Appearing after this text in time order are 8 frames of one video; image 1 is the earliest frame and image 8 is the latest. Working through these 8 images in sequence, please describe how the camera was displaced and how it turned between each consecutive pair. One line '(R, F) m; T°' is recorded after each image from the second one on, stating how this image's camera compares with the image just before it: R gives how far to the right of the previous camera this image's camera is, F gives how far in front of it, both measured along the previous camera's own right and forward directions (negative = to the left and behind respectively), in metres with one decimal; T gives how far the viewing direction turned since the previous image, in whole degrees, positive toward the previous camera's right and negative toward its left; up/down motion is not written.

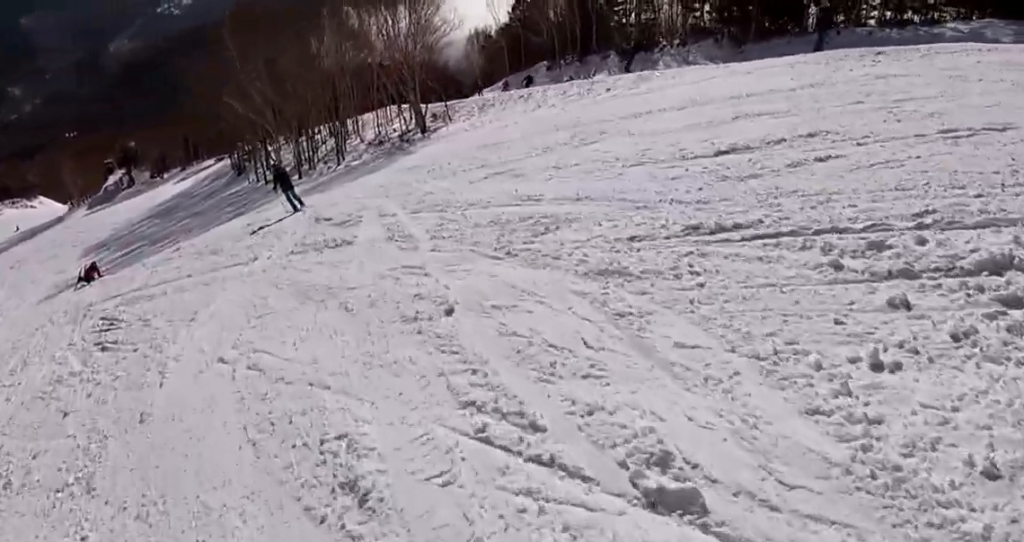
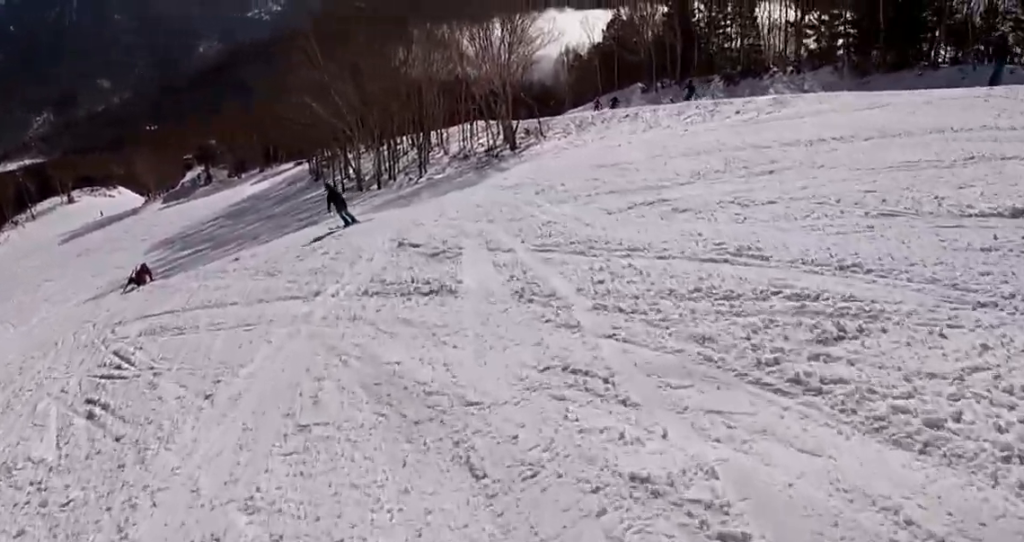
(-0.1, +2.9) m; +5°
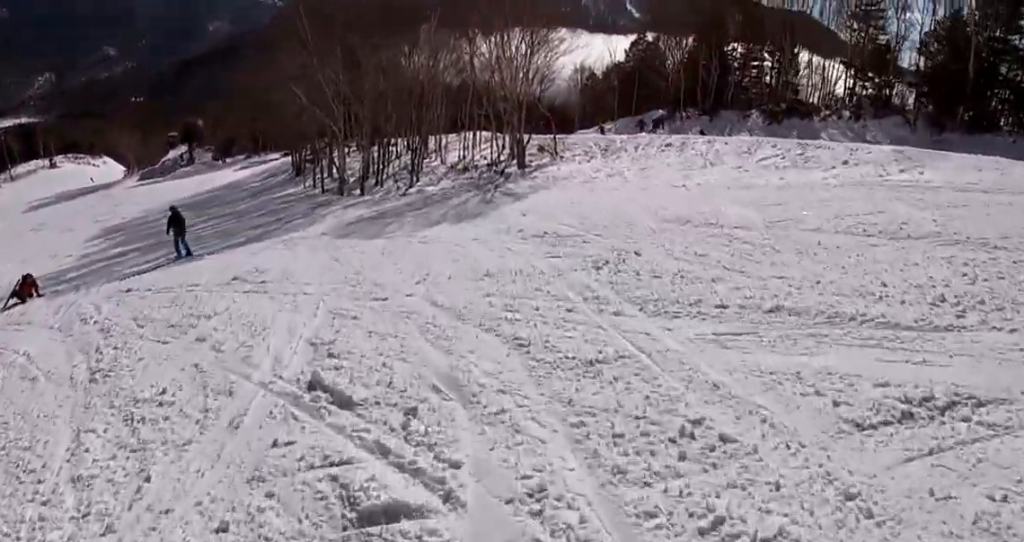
(+0.7, +6.0) m; -2°
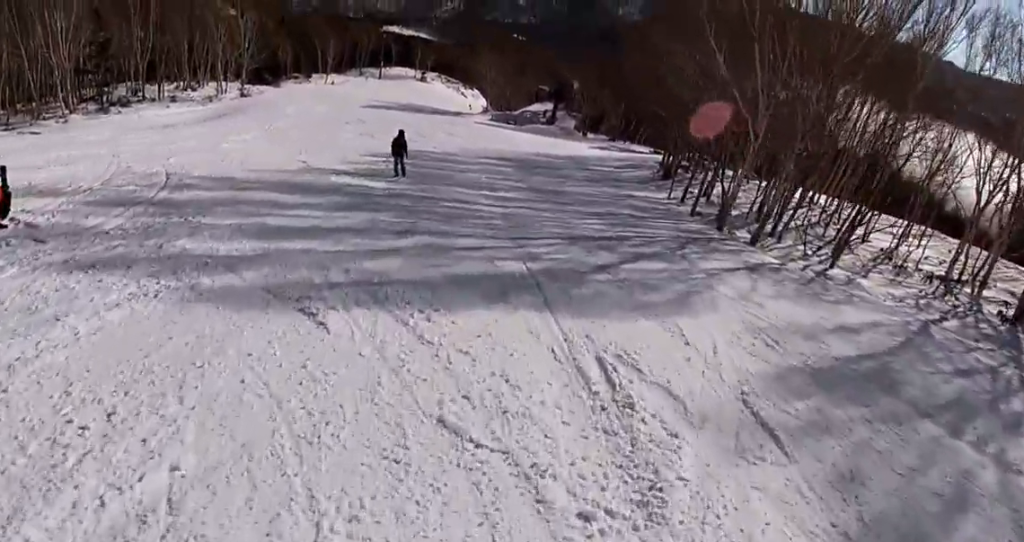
(-3.3, +11.8) m; -29°
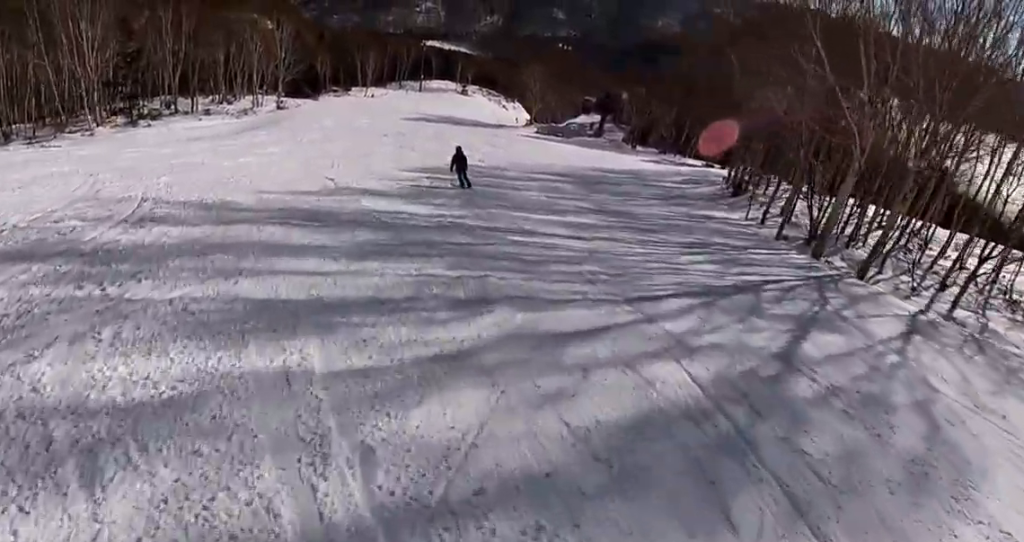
(0.0, +3.7) m; 0°
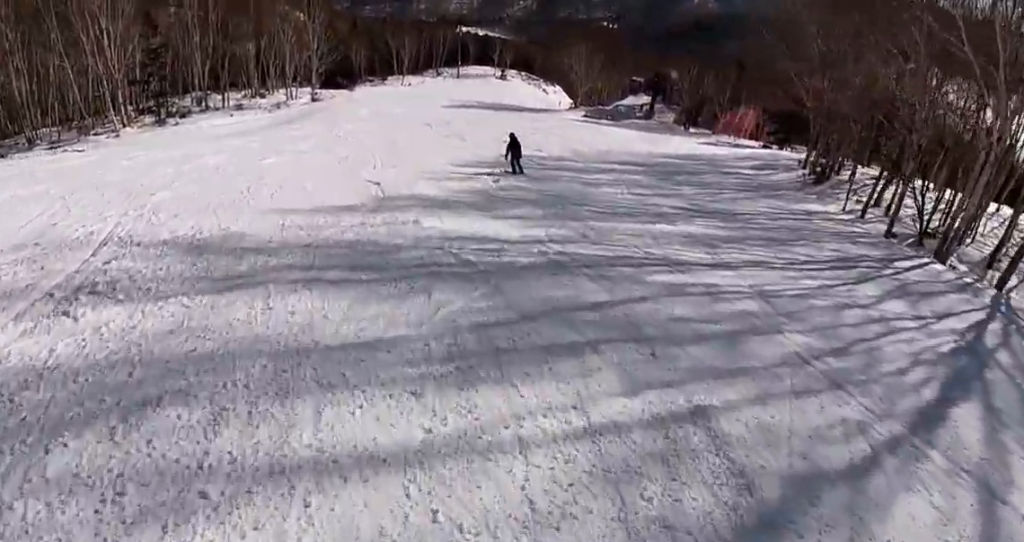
(0.0, +3.5) m; 0°
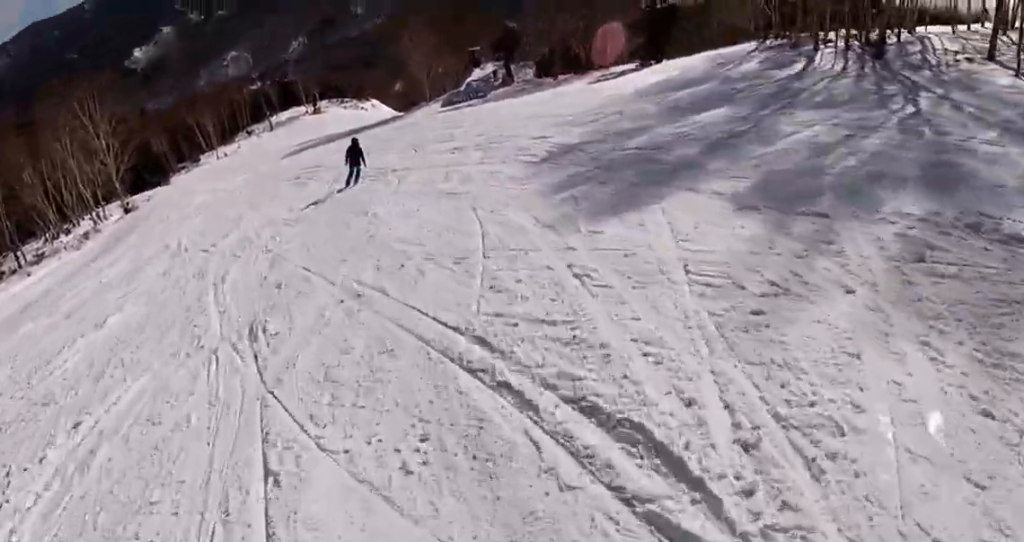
(0.0, +14.6) m; 0°
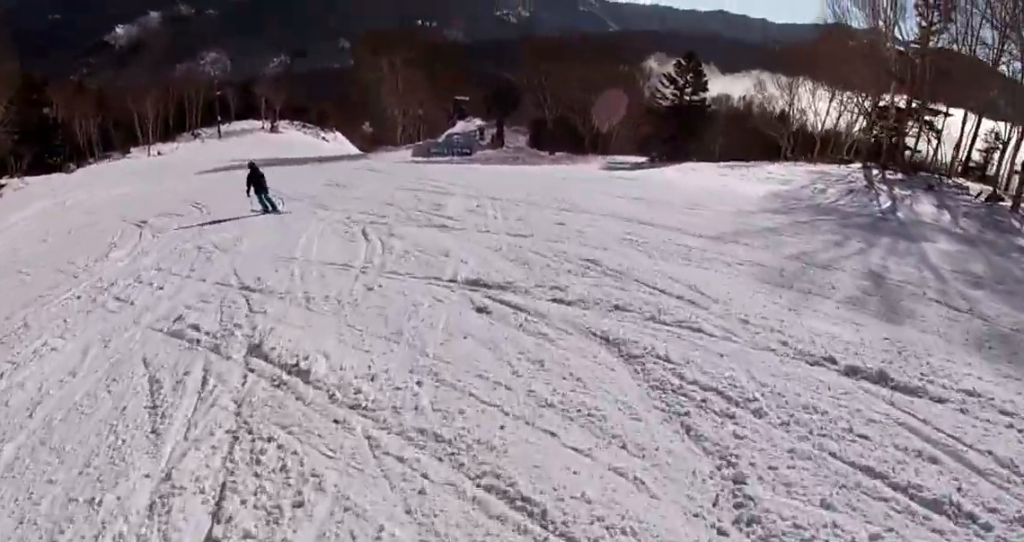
(+0.1, +13.5) m; +6°
